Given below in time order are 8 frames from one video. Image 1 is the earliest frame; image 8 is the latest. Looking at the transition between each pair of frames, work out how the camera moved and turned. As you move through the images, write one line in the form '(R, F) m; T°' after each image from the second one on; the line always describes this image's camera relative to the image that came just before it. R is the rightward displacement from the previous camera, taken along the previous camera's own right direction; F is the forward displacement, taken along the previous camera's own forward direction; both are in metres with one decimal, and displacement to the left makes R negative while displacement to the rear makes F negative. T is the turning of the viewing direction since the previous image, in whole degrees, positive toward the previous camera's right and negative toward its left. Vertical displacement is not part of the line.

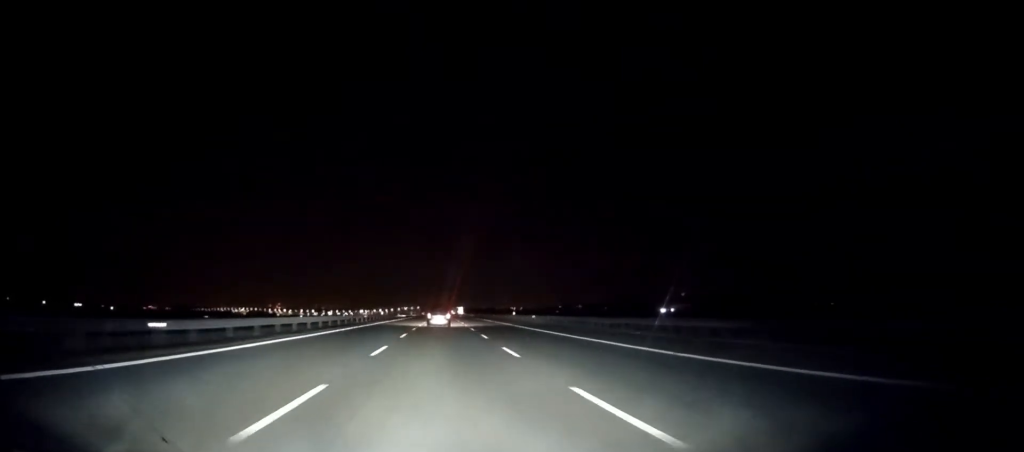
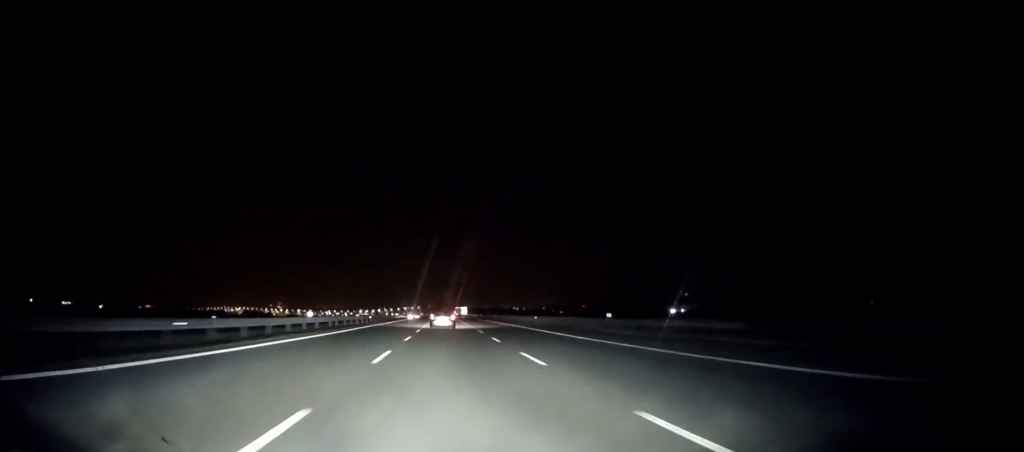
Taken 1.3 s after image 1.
(0.0, +51.9) m; 0°
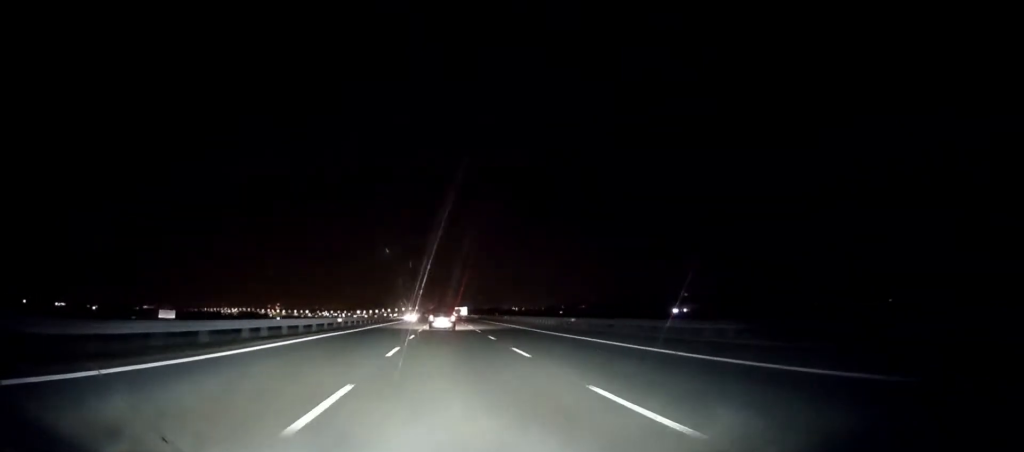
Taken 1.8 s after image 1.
(+0.1, +21.4) m; 0°
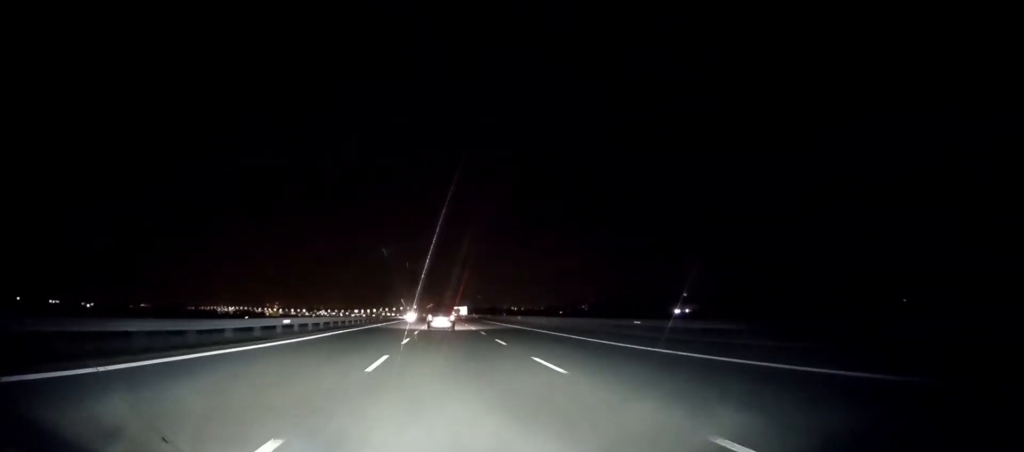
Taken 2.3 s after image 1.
(-0.1, +17.5) m; 0°
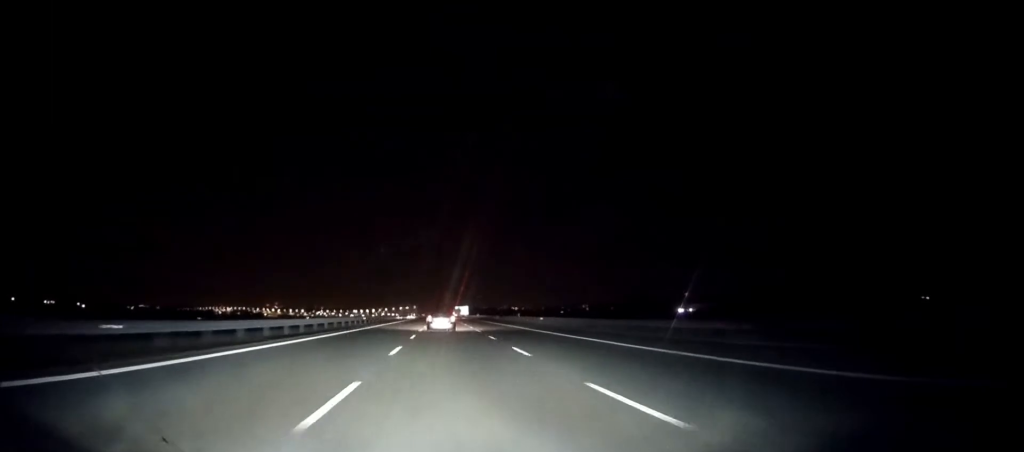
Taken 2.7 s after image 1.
(-0.1, +18.9) m; 0°
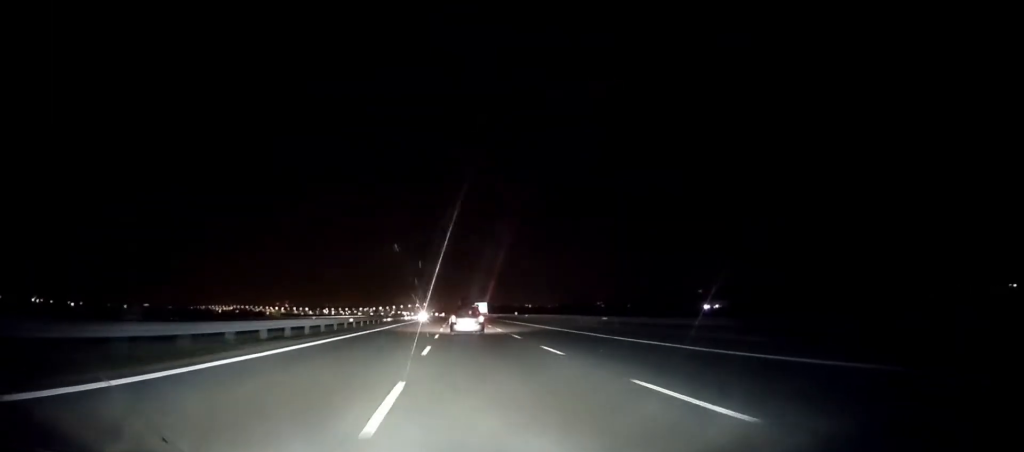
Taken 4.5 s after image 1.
(0.0, +73.2) m; 0°
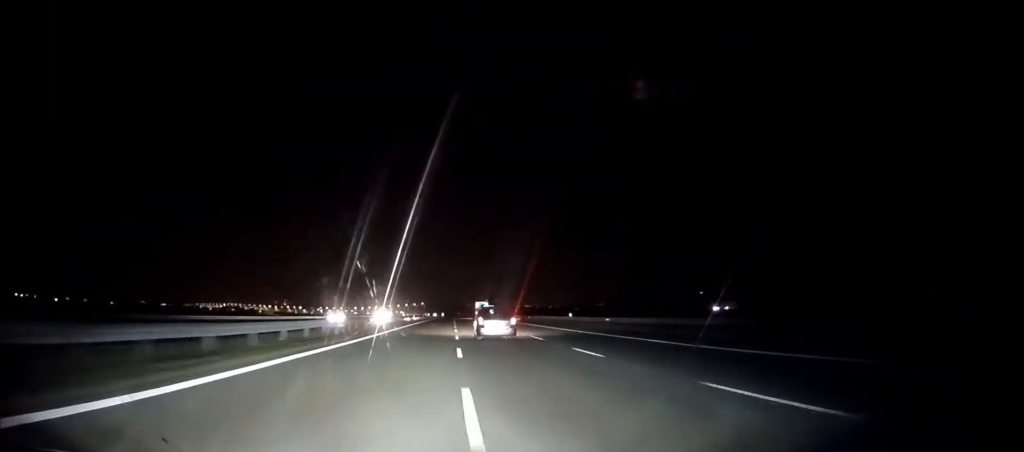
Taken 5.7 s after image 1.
(+0.2, +49.0) m; 0°
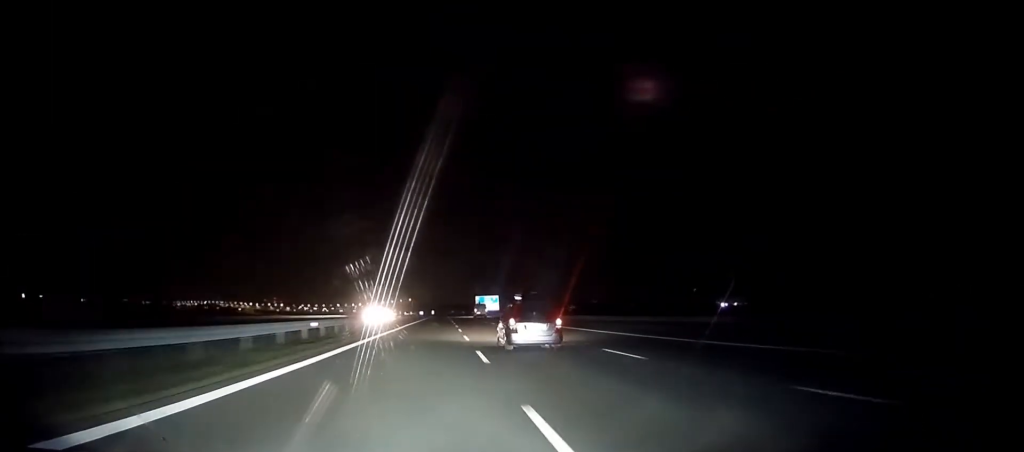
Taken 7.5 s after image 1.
(+0.1, +74.3) m; 0°
